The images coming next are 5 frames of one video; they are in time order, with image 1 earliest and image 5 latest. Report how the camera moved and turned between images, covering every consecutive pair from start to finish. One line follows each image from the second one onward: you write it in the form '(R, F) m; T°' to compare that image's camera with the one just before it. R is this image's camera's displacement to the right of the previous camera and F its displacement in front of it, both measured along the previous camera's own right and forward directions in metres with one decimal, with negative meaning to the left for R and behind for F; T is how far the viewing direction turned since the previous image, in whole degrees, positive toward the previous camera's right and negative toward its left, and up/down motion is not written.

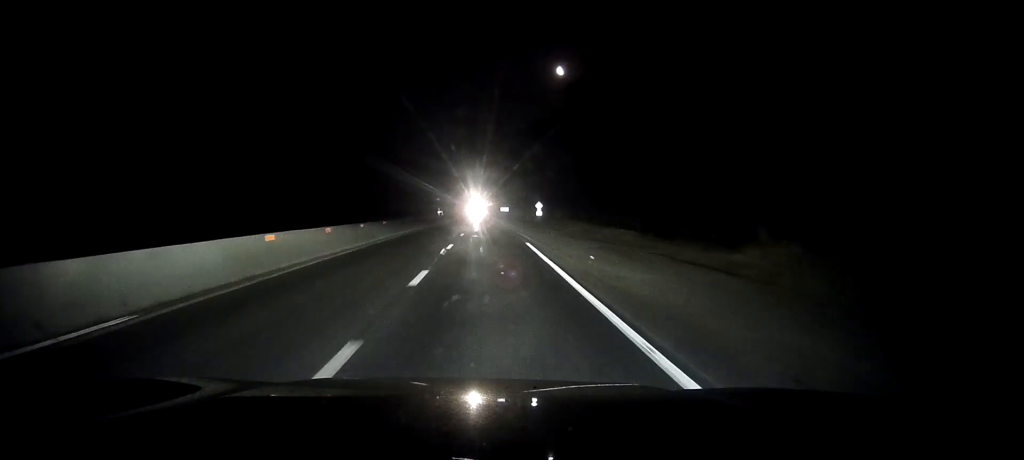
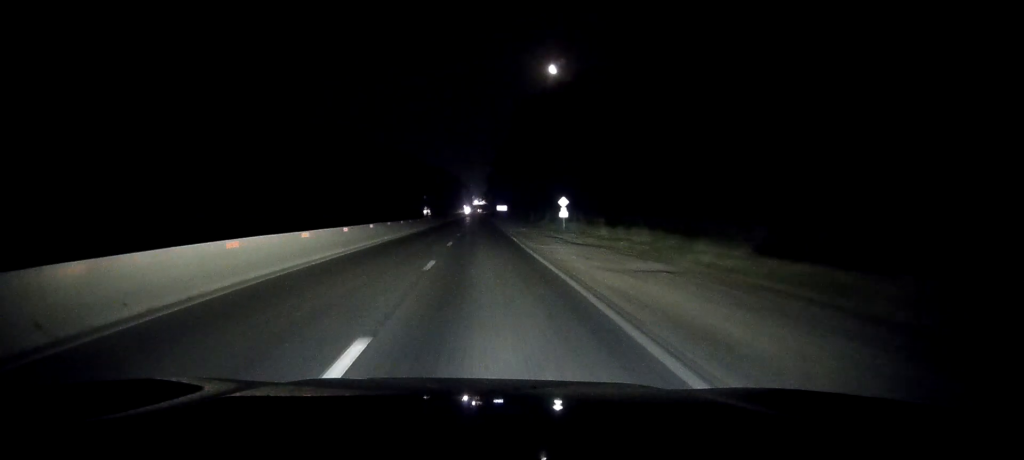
(+0.3, +32.4) m; +1°
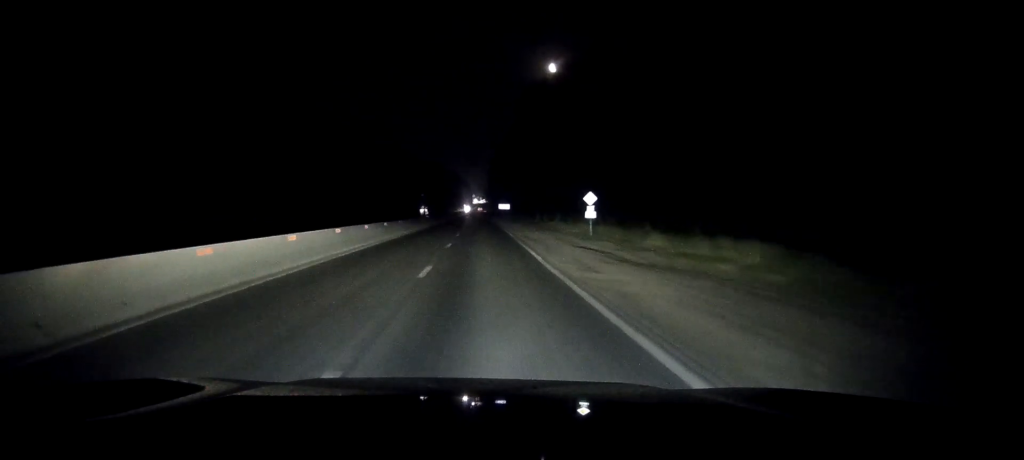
(0.0, +13.8) m; 0°
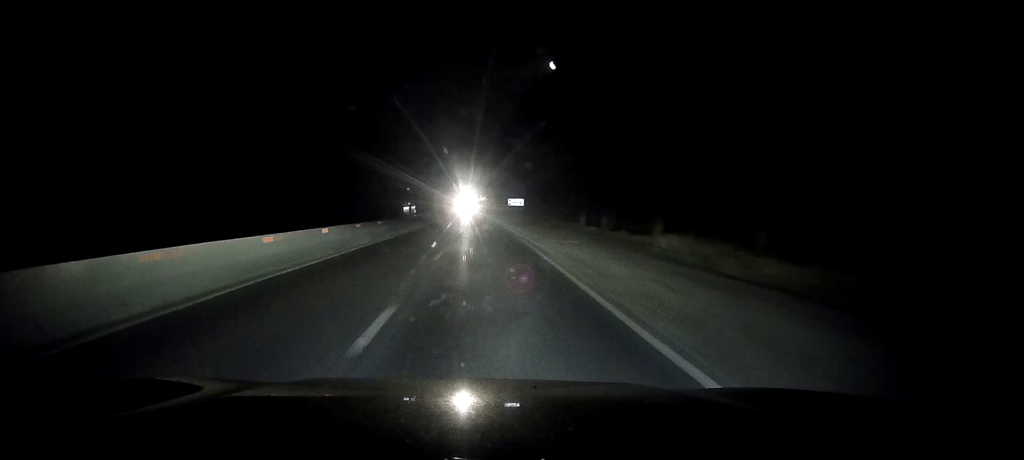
(0.0, +44.8) m; 0°
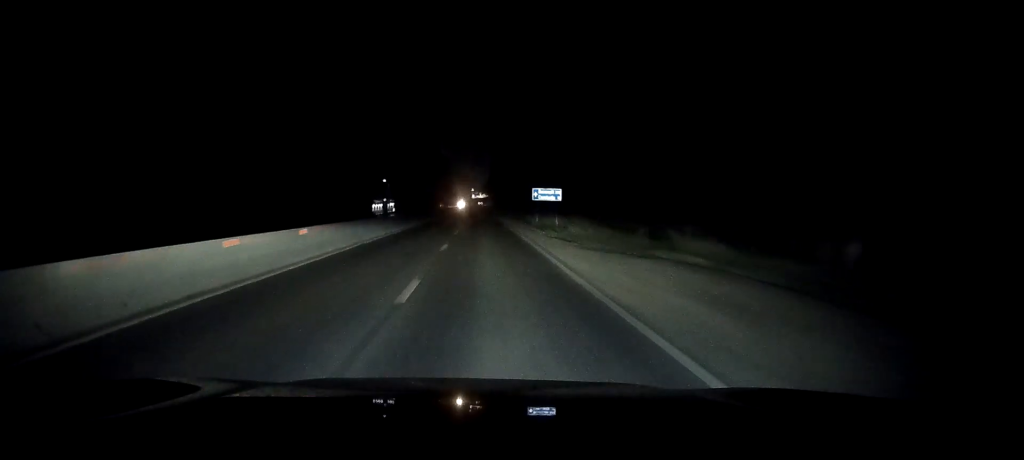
(0.0, +45.3) m; 0°
